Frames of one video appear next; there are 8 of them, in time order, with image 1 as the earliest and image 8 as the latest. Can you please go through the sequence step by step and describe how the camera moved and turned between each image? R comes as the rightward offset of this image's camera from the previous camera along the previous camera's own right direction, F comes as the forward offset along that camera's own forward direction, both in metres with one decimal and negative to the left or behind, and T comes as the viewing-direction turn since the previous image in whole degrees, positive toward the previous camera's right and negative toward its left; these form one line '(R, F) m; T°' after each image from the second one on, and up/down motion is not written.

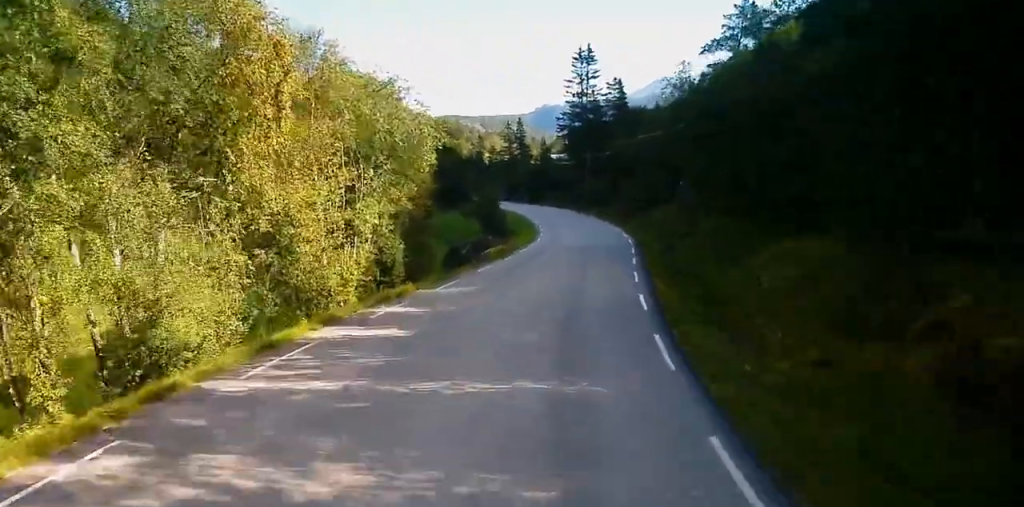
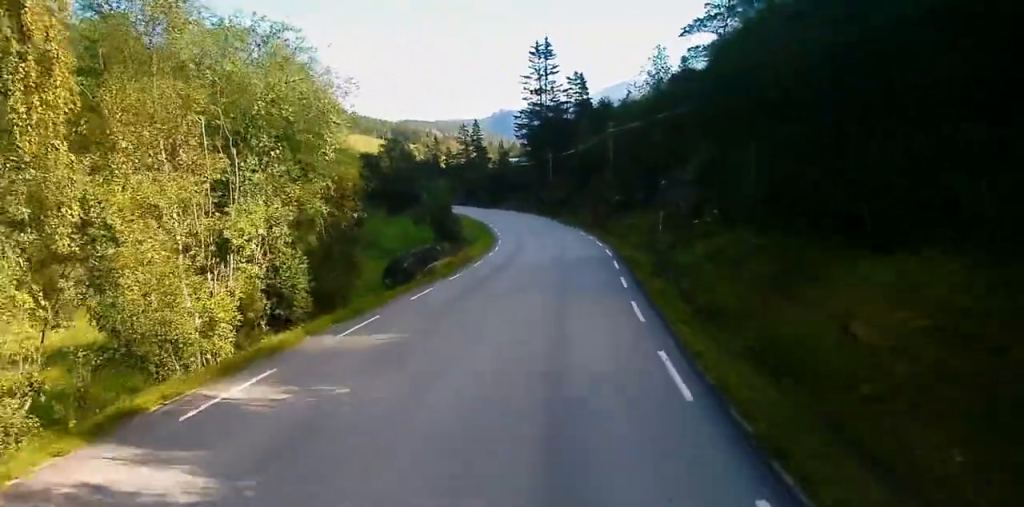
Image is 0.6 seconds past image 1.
(+0.3, +7.6) m; +3°
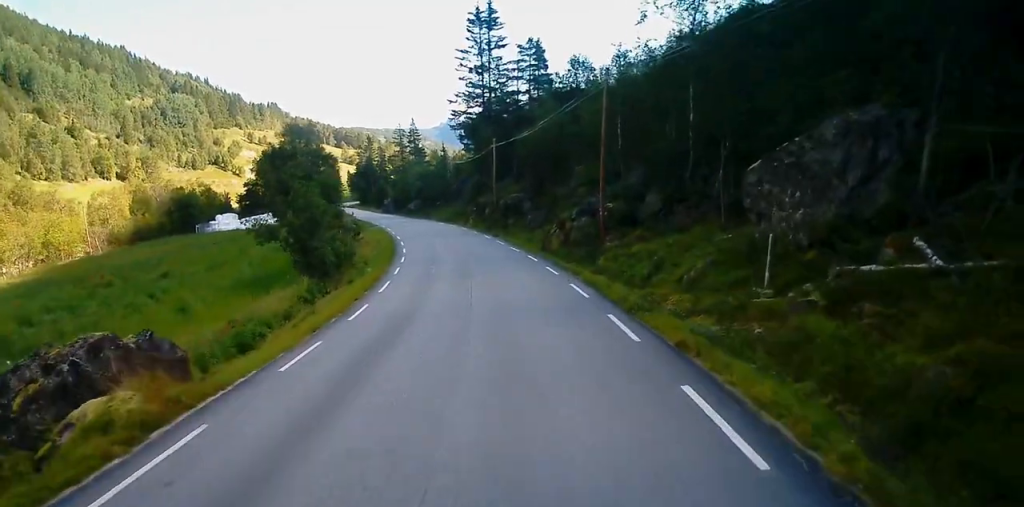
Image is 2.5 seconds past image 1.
(+1.8, +26.0) m; +4°
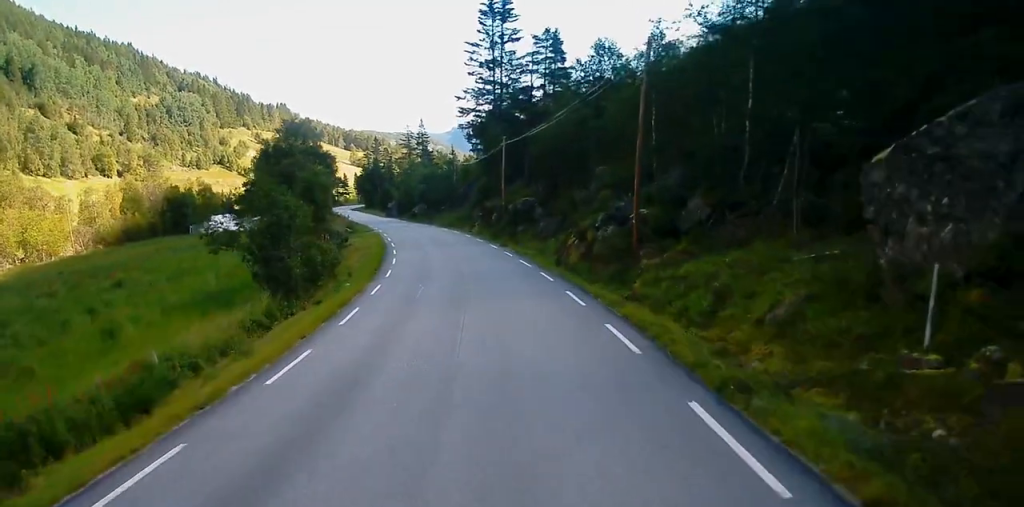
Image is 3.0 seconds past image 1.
(-0.1, +6.6) m; -1°
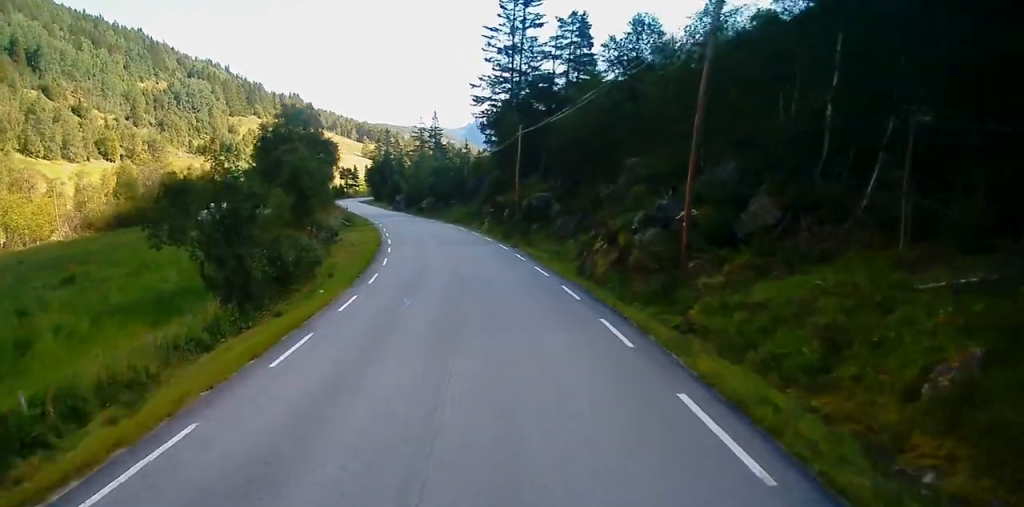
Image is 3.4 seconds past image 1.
(0.0, +5.7) m; -1°
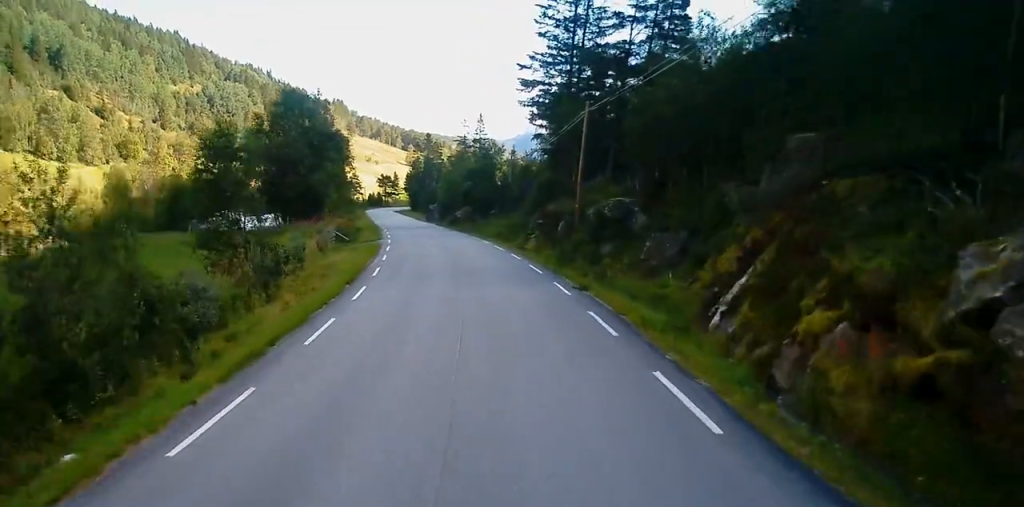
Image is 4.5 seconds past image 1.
(-0.3, +16.2) m; -3°
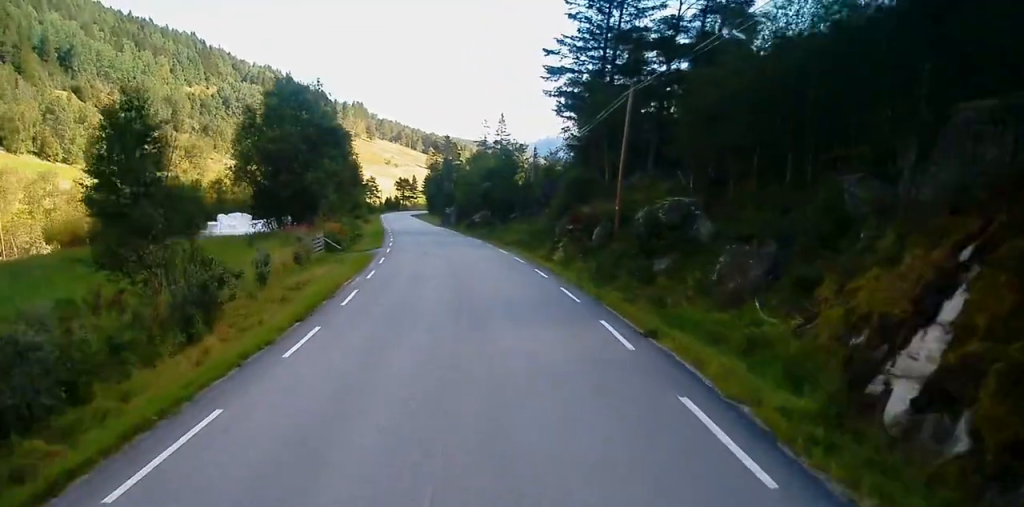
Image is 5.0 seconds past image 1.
(-0.1, +7.4) m; -2°
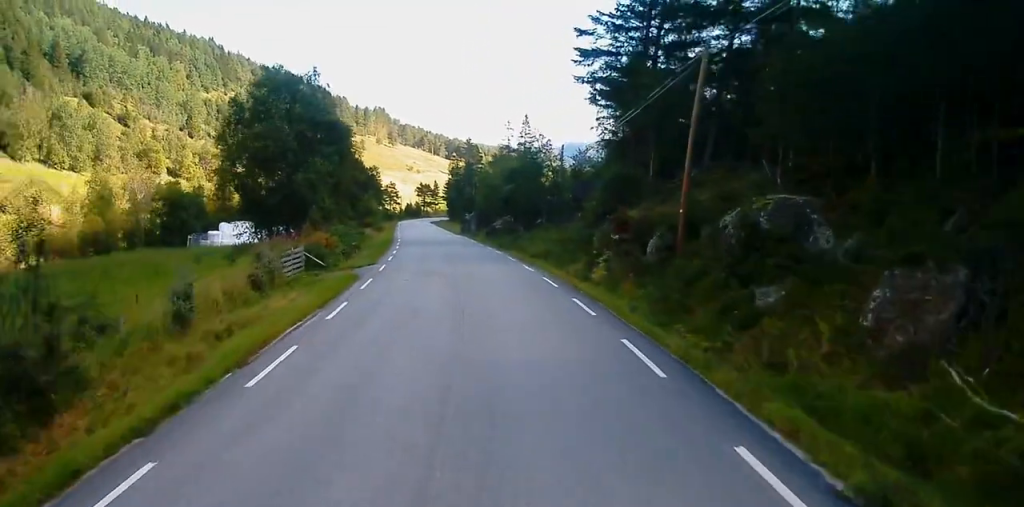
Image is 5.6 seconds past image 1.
(-0.2, +7.9) m; -2°
